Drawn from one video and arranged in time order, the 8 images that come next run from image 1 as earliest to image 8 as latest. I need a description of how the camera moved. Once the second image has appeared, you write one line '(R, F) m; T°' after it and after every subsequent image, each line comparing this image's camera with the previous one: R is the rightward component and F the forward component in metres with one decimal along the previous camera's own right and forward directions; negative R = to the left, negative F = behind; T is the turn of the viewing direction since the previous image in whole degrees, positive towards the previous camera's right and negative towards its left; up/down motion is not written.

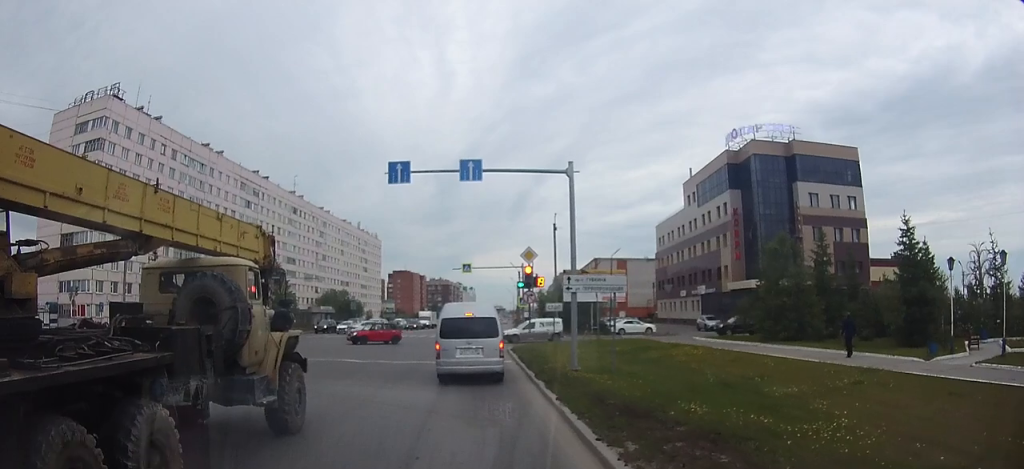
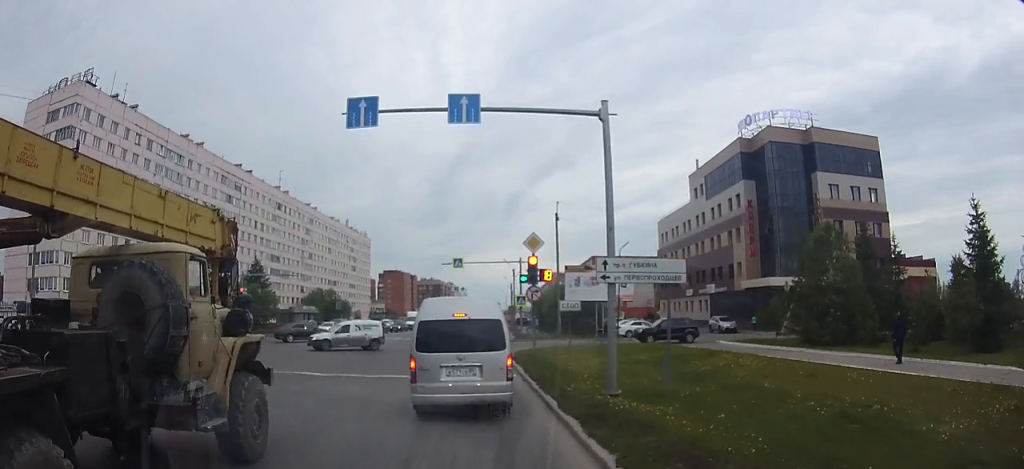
(0.0, +4.5) m; +1°
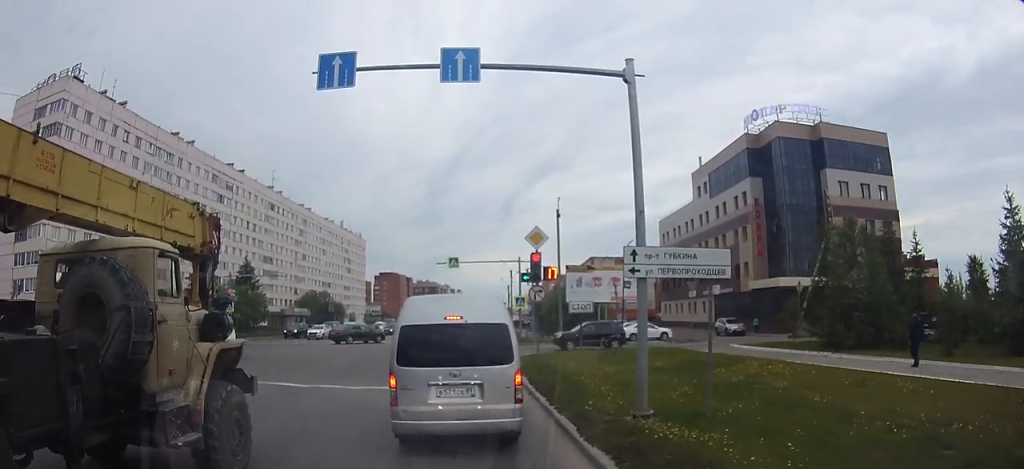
(0.0, +2.4) m; 0°
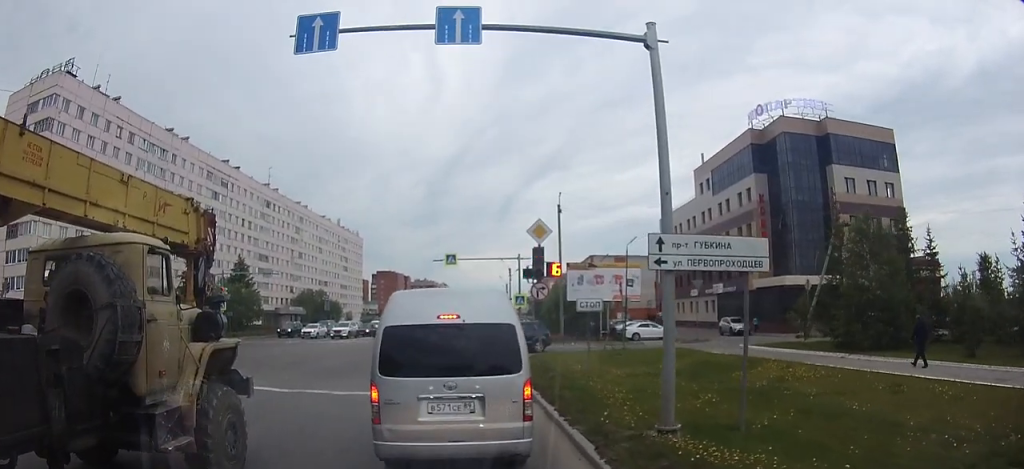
(0.0, +1.7) m; -2°
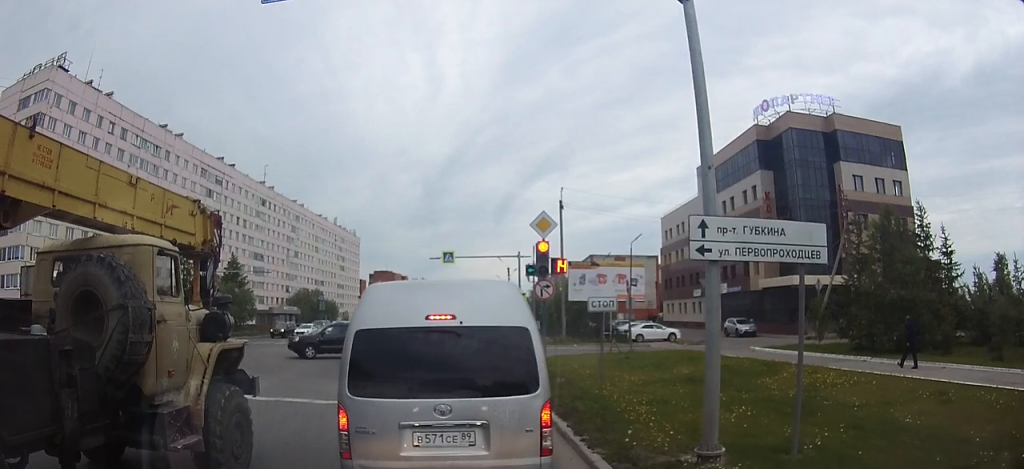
(-0.1, +2.2) m; -2°
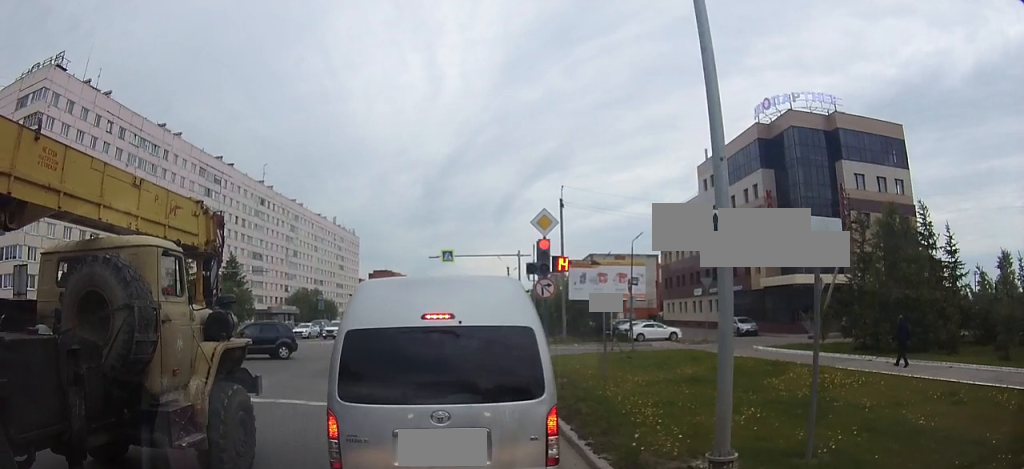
(0.0, +0.5) m; 0°
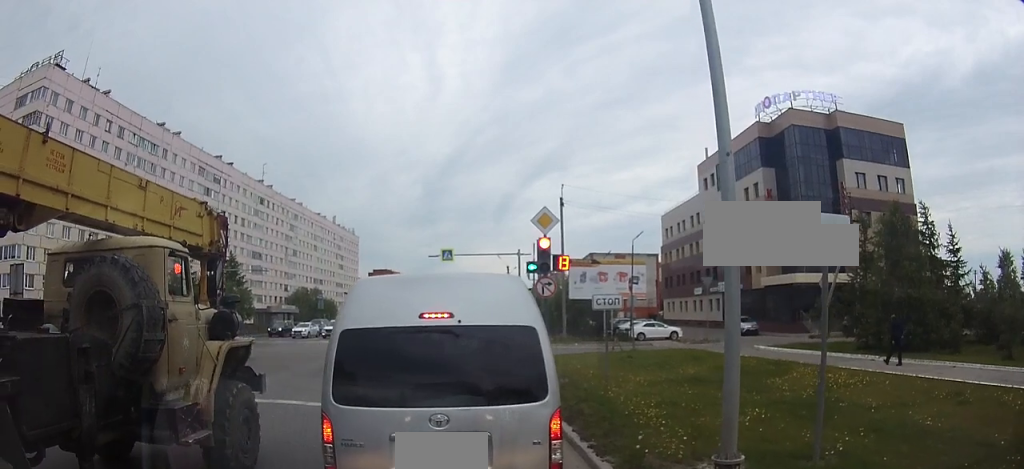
(0.0, +0.4) m; 0°
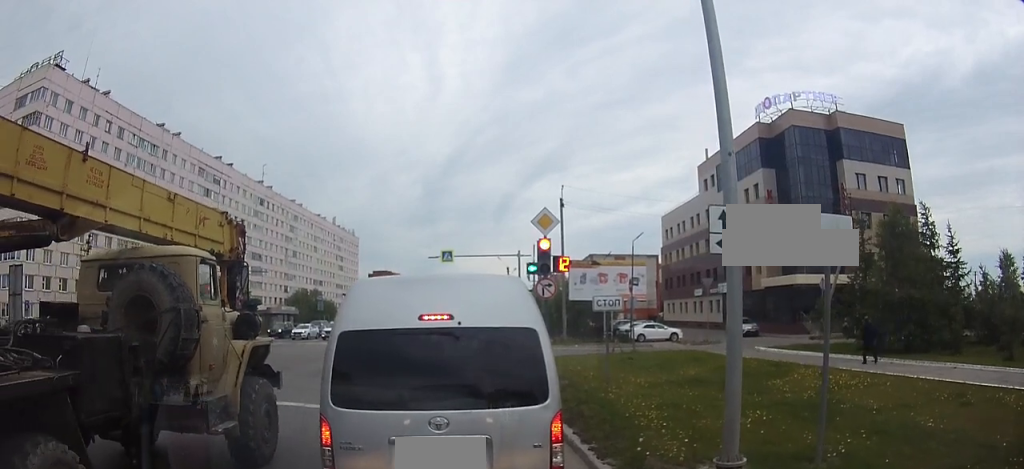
(-0.2, +0.3) m; 0°
